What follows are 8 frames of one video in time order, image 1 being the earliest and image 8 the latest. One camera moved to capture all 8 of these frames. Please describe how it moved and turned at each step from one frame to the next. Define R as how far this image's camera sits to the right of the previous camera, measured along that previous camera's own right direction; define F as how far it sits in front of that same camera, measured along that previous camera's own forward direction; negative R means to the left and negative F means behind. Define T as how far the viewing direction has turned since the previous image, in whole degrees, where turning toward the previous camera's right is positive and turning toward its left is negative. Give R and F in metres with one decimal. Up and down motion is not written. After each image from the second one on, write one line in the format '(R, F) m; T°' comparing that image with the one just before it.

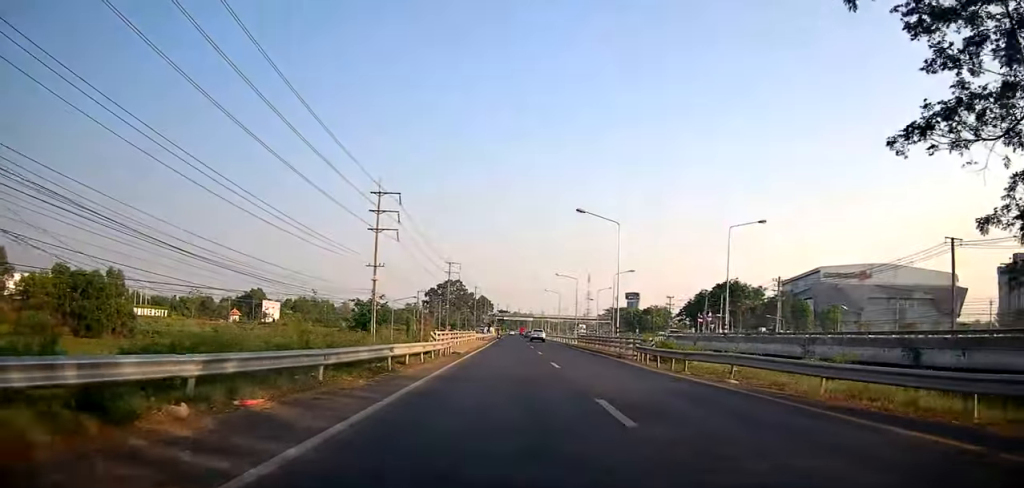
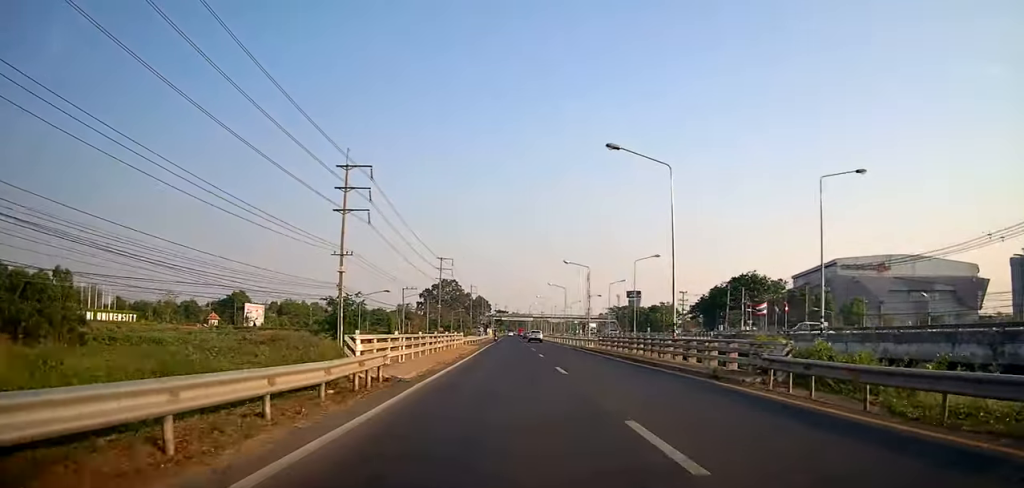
(0.0, +14.5) m; -1°
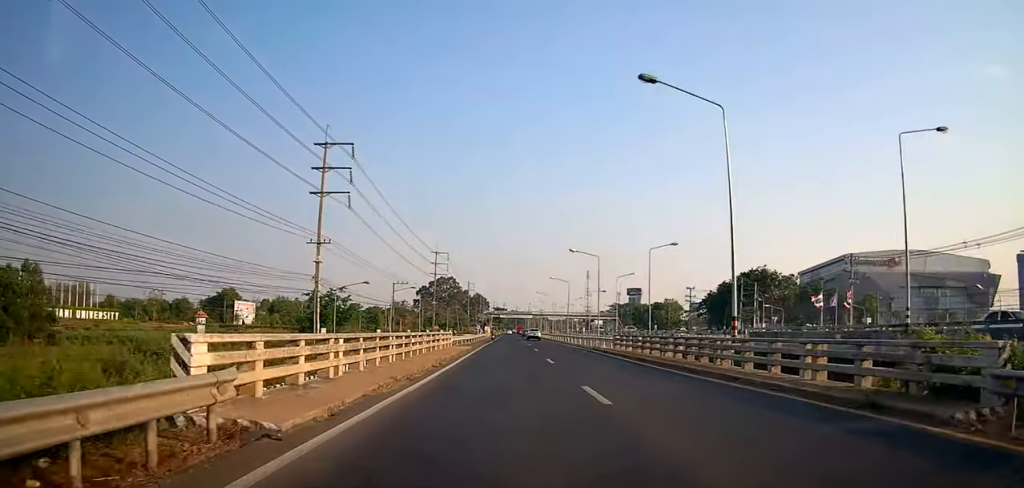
(+0.1, +7.4) m; -1°
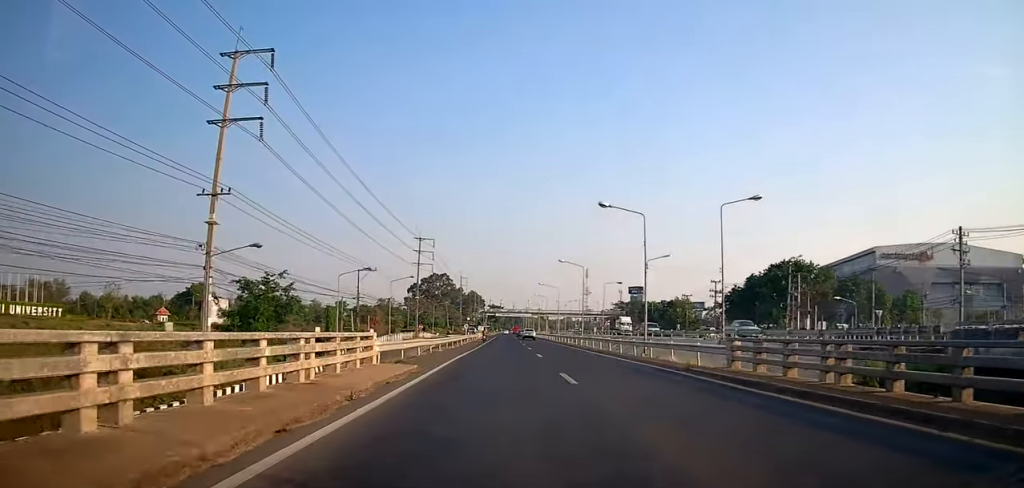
(-0.7, +20.4) m; -1°
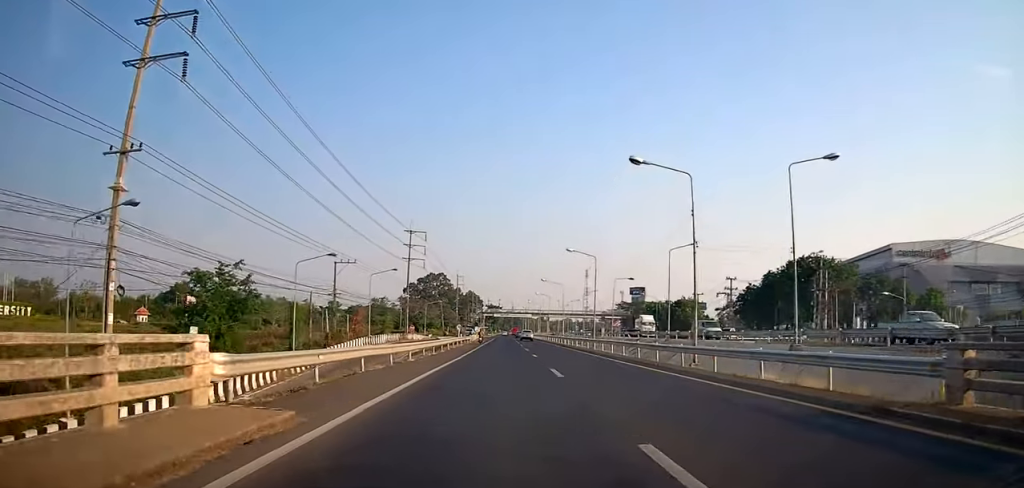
(+0.1, +9.8) m; +1°
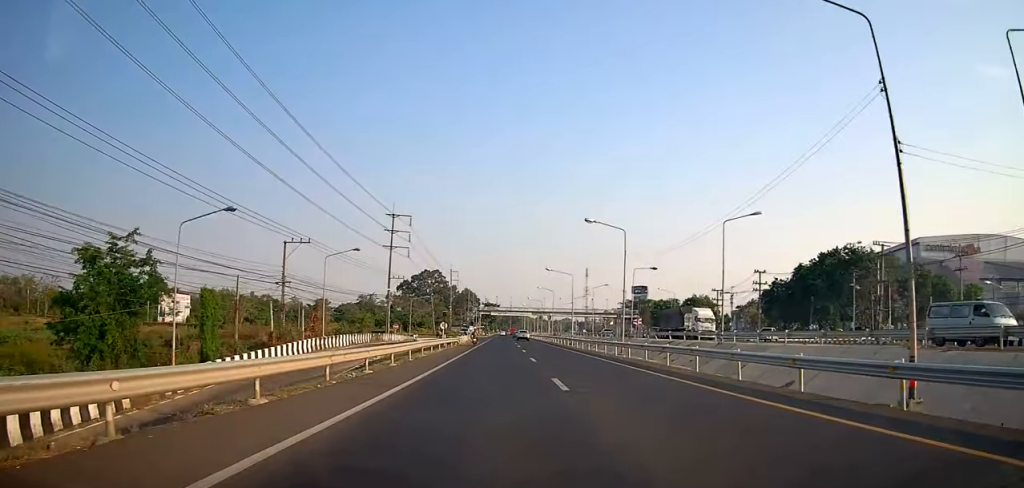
(+0.4, +14.7) m; +2°
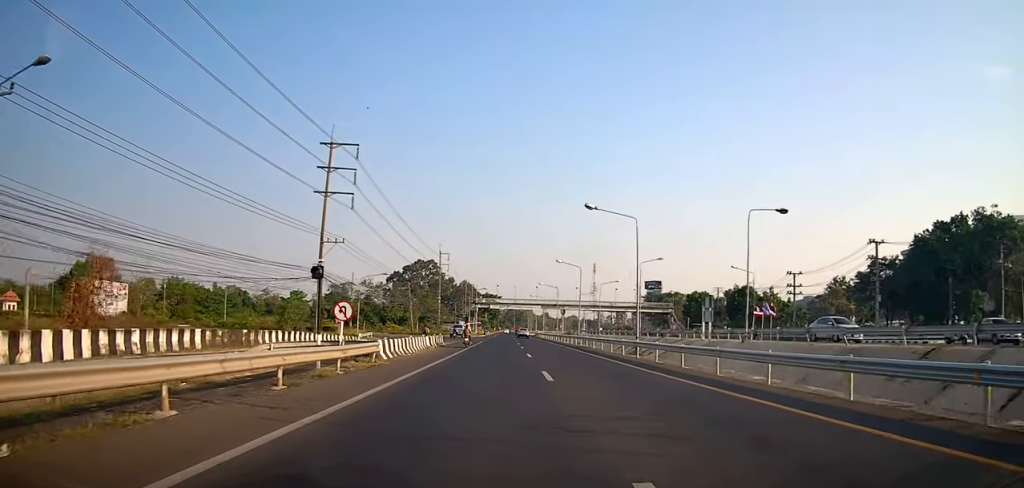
(0.0, +34.7) m; 0°
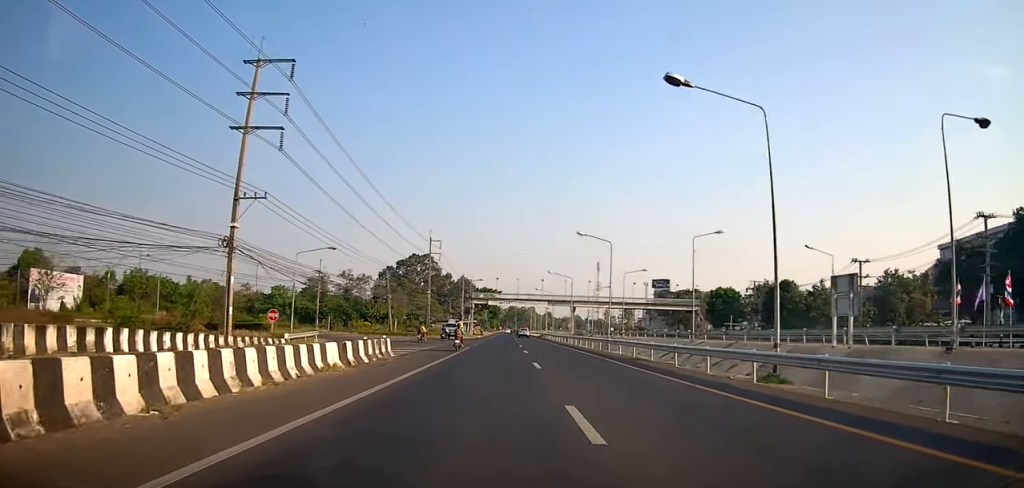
(-0.4, +19.3) m; -3°
